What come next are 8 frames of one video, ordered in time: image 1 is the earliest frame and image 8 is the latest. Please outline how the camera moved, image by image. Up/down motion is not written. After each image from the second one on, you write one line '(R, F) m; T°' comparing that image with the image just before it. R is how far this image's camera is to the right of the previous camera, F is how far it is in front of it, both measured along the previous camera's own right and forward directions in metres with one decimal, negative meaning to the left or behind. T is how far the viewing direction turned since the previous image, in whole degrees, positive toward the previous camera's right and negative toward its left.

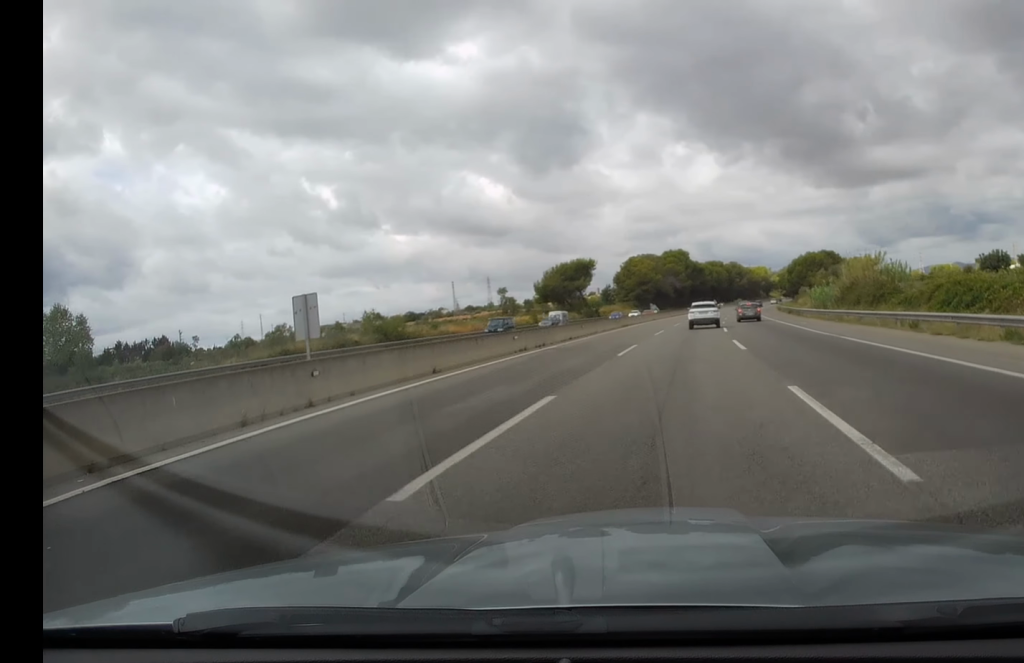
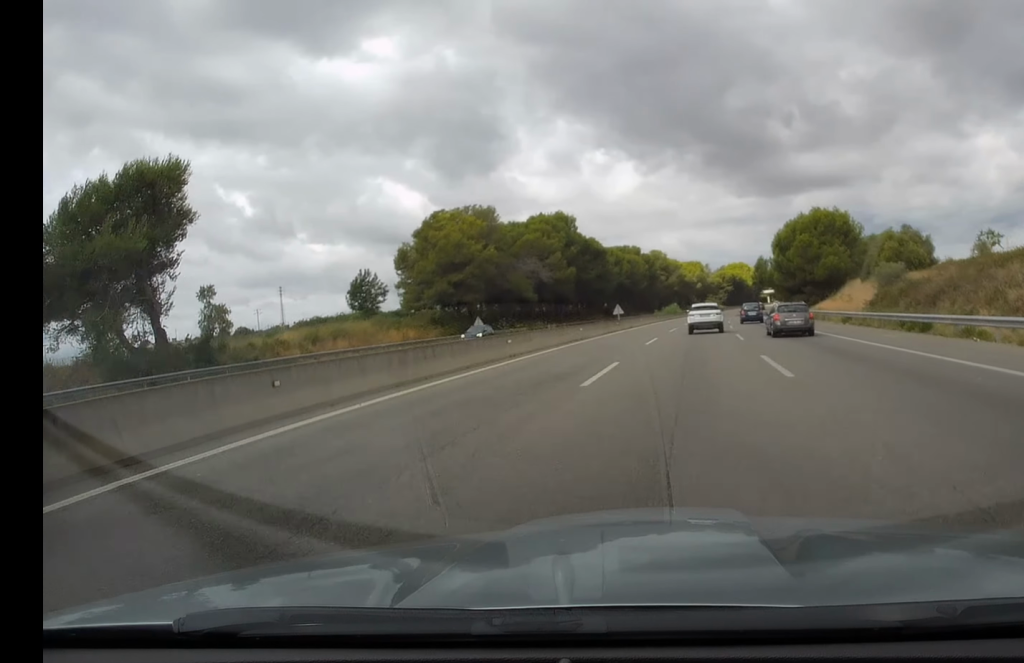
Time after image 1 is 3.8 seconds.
(+6.7, +128.3) m; +6°
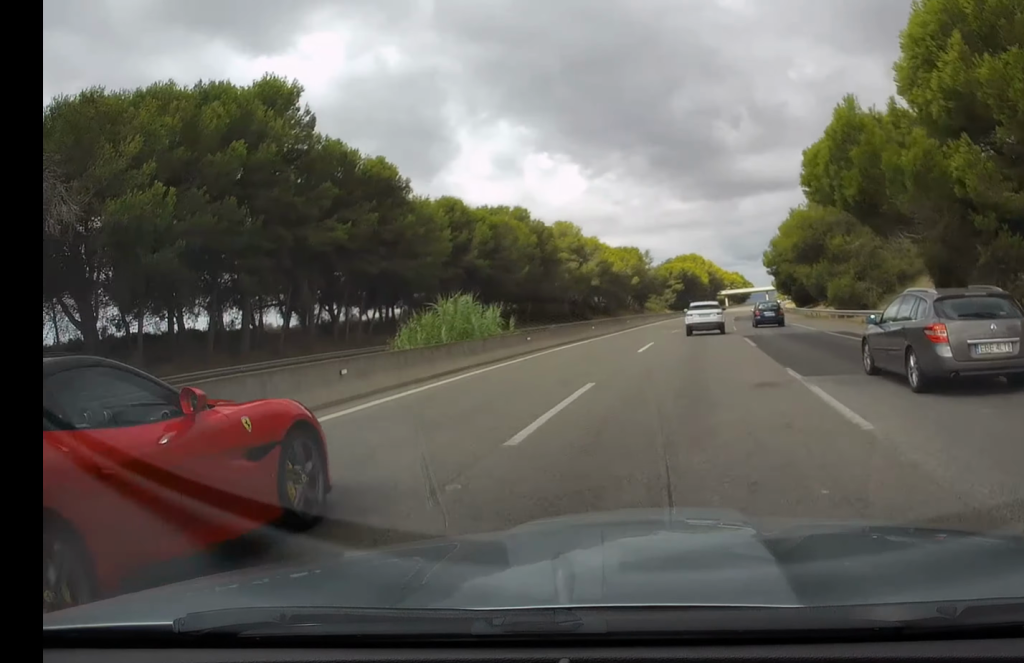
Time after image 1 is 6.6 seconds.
(+3.2, +91.6) m; +4°
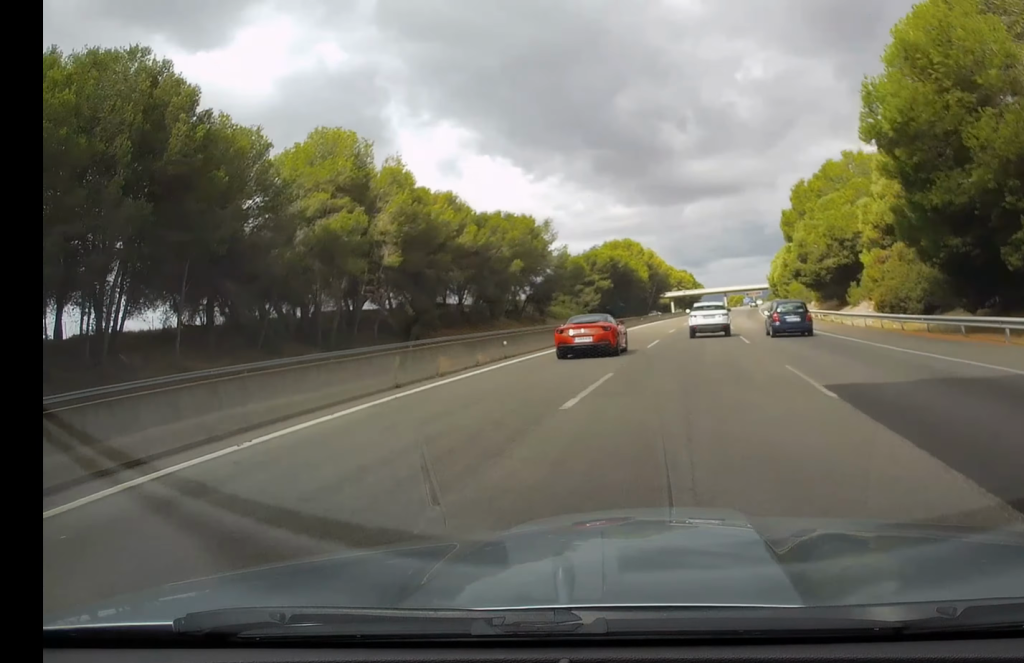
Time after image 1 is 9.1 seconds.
(+3.0, +82.5) m; +4°
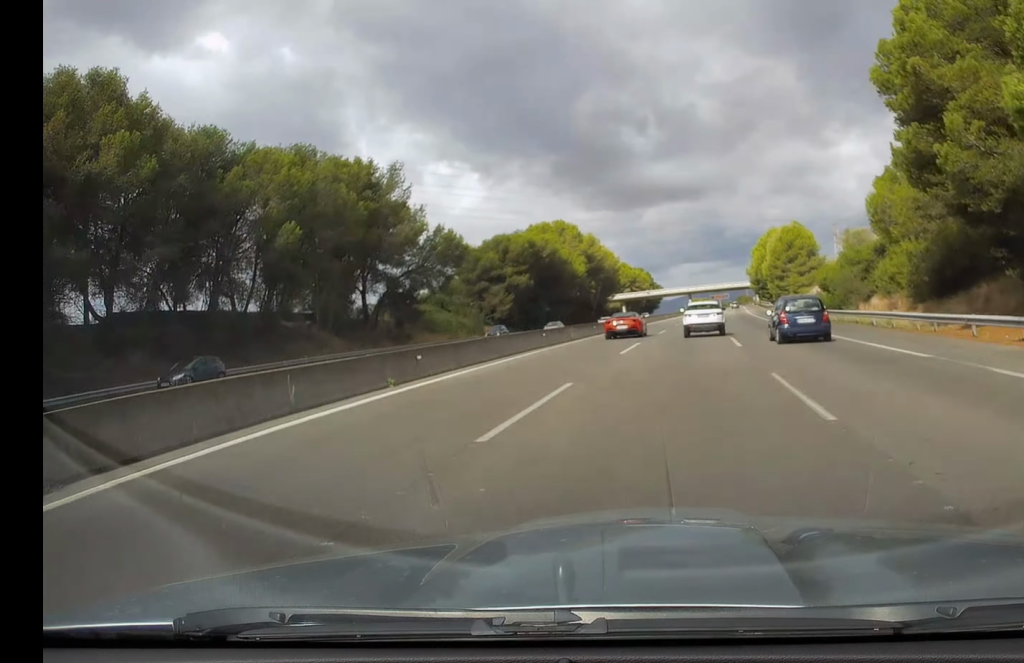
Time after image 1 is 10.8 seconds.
(+1.4, +55.0) m; +3°
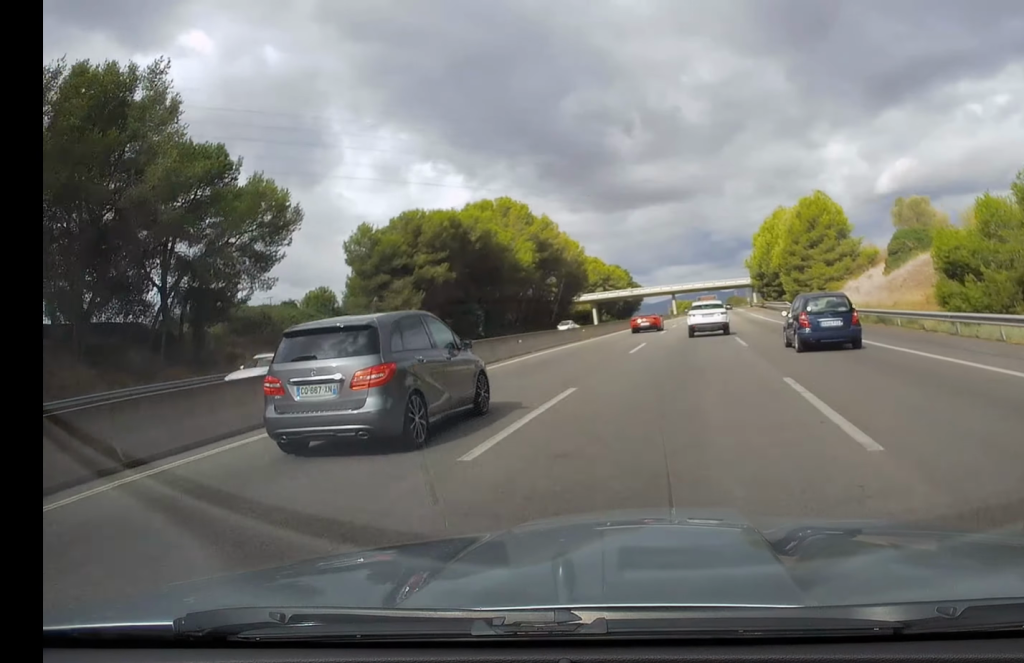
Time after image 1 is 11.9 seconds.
(+0.5, +36.5) m; +2°
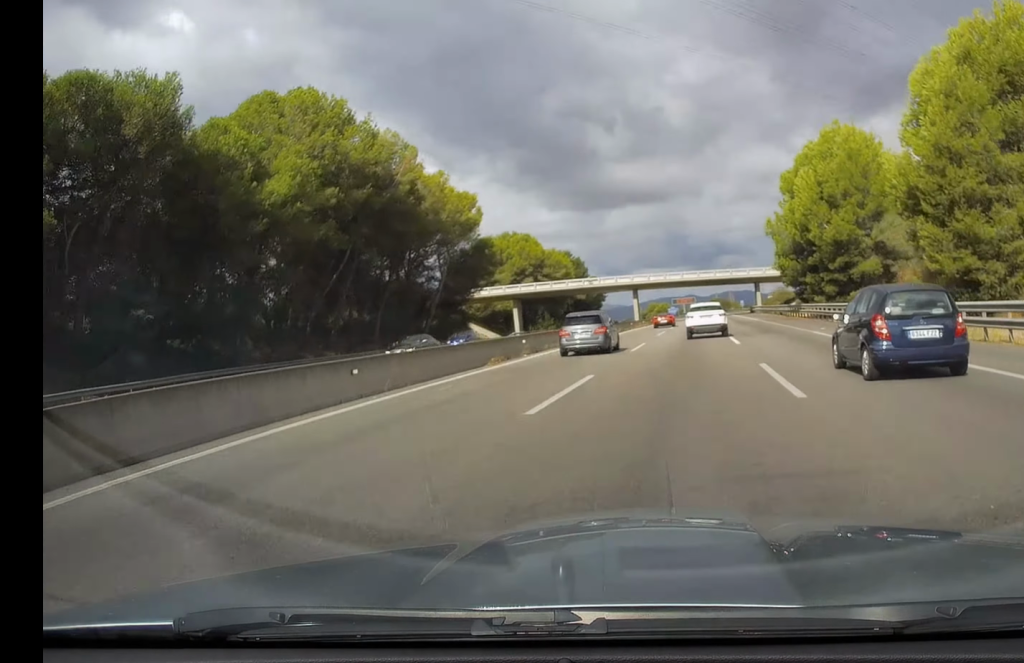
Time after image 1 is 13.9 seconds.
(+1.6, +62.4) m; +2°
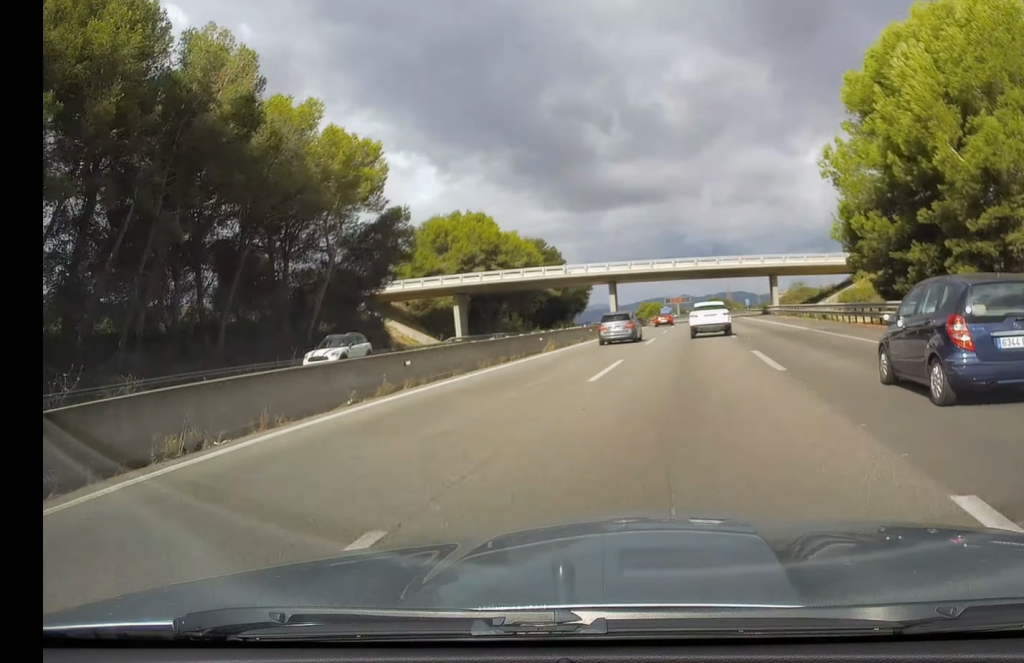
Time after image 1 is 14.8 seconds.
(+0.2, +29.0) m; +1°
